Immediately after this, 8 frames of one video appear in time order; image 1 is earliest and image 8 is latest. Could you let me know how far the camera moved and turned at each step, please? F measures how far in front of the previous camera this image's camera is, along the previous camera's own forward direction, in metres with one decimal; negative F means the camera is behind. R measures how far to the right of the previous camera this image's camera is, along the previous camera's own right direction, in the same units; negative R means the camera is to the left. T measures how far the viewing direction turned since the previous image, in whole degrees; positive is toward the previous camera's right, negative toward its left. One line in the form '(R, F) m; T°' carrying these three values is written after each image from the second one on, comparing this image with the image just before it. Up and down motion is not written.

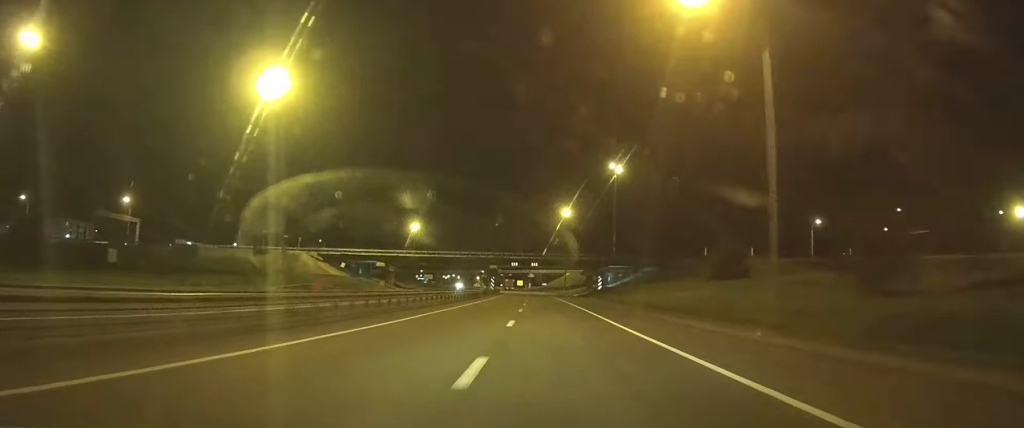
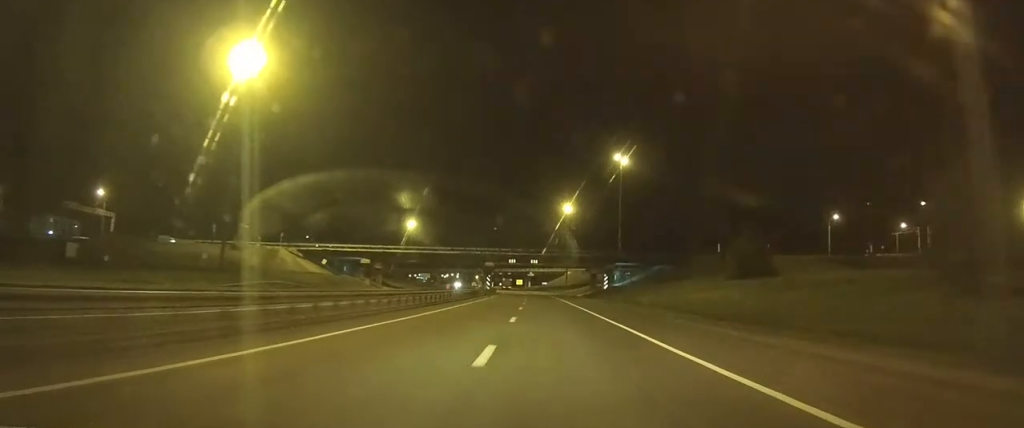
(0.0, +9.7) m; 0°
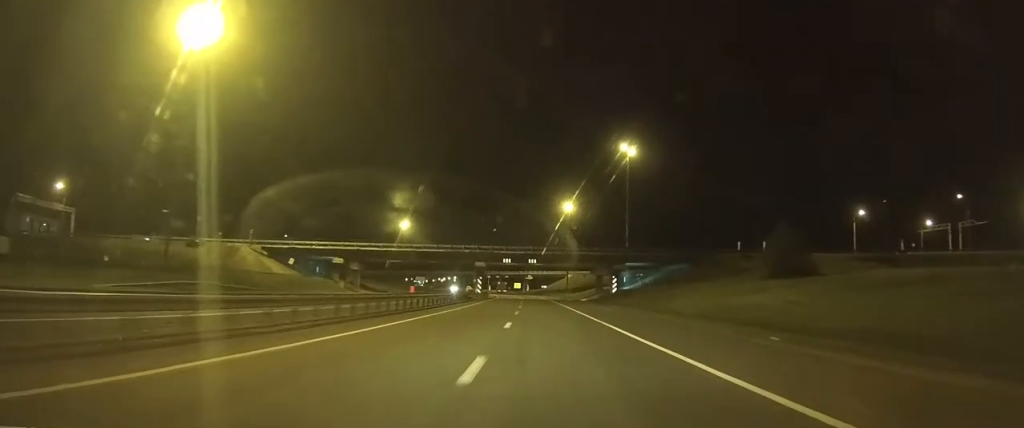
(0.0, +13.2) m; 0°
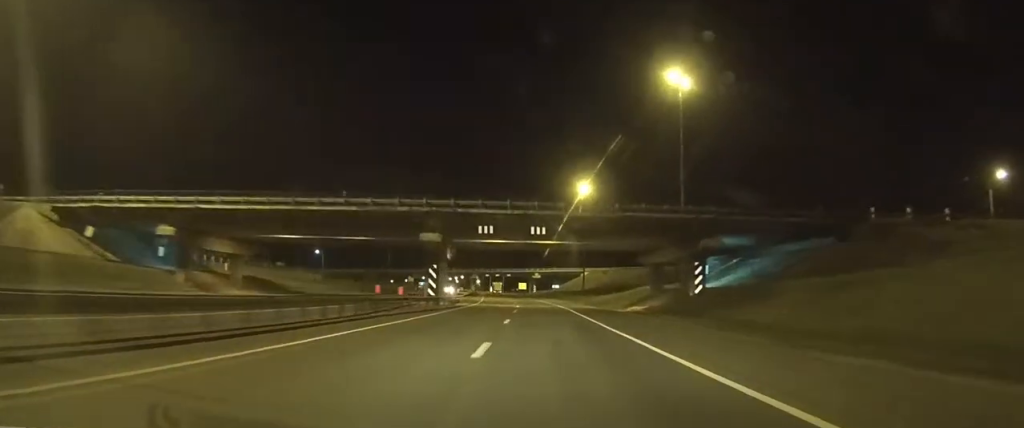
(-0.4, +44.1) m; -1°
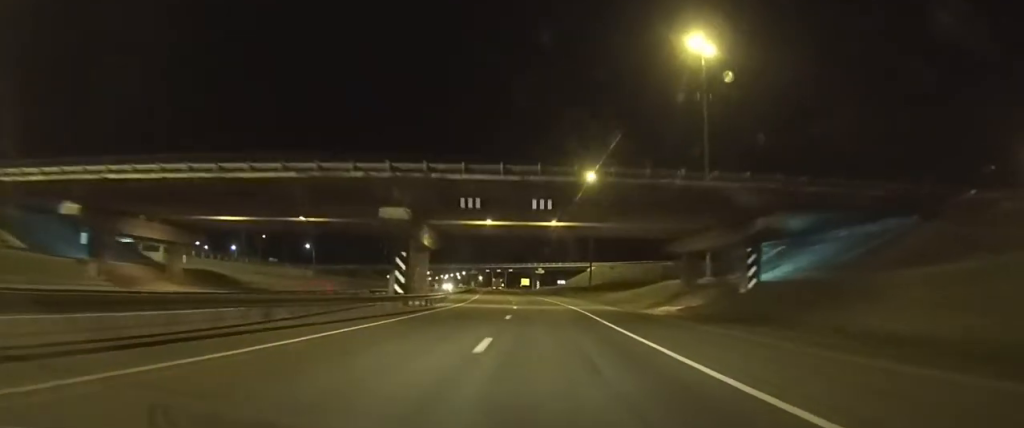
(-0.1, +11.3) m; 0°
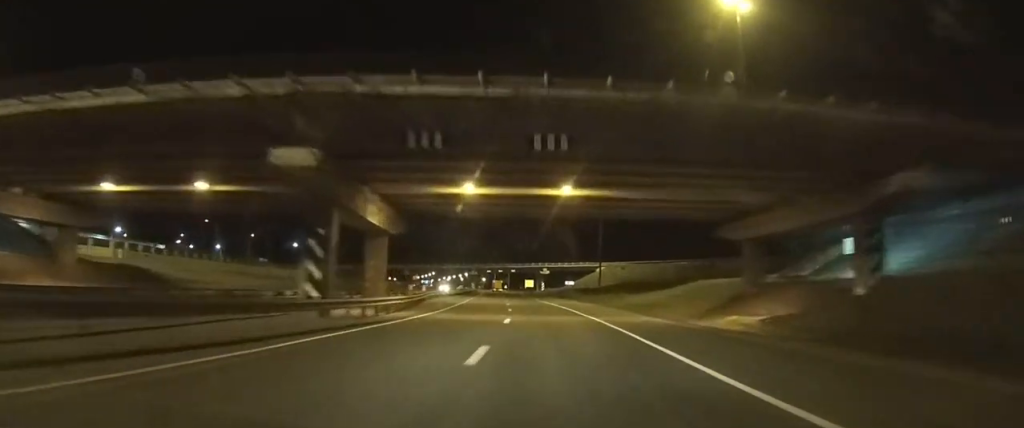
(0.0, +13.5) m; 0°
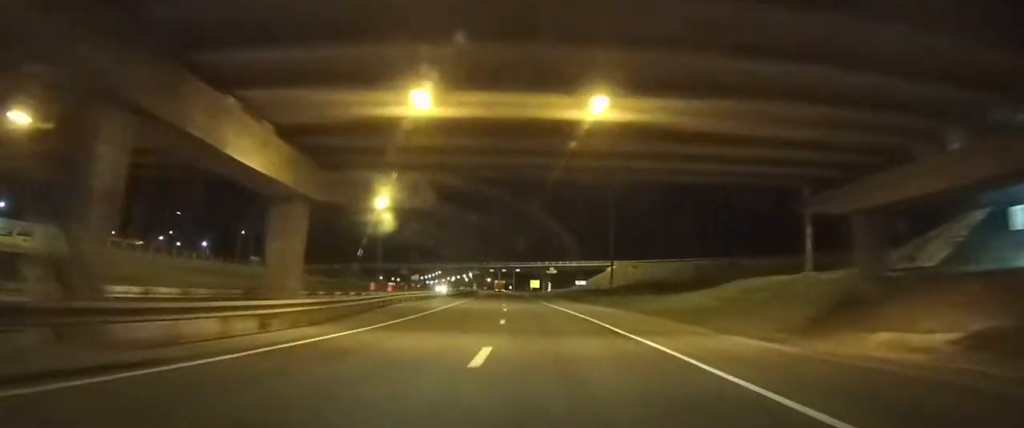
(0.0, +12.1) m; 0°
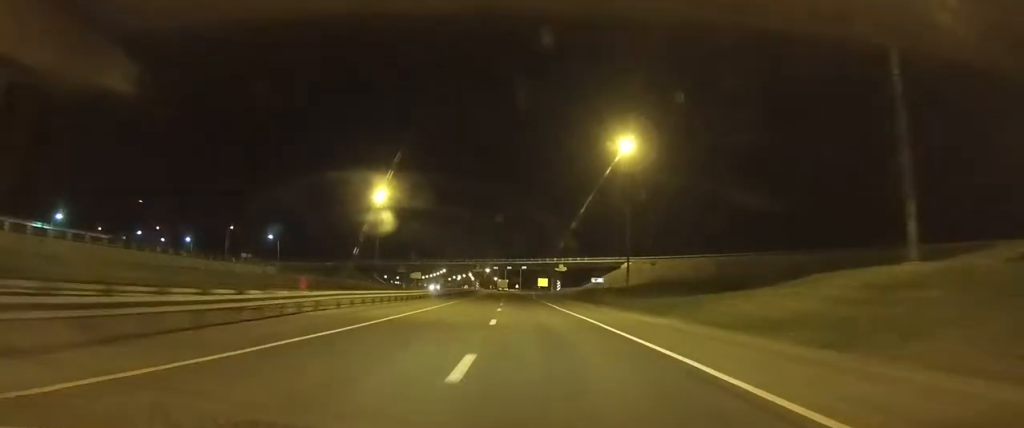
(-0.1, +13.6) m; 0°
